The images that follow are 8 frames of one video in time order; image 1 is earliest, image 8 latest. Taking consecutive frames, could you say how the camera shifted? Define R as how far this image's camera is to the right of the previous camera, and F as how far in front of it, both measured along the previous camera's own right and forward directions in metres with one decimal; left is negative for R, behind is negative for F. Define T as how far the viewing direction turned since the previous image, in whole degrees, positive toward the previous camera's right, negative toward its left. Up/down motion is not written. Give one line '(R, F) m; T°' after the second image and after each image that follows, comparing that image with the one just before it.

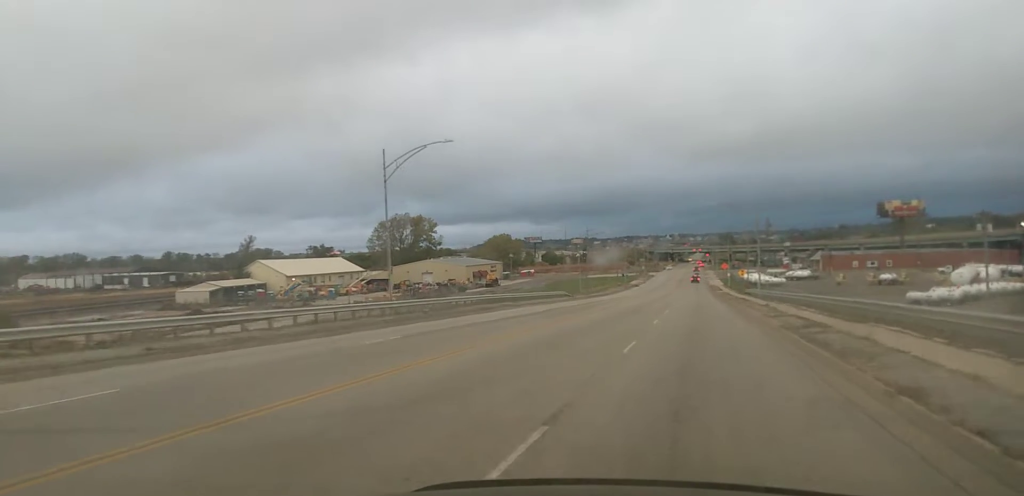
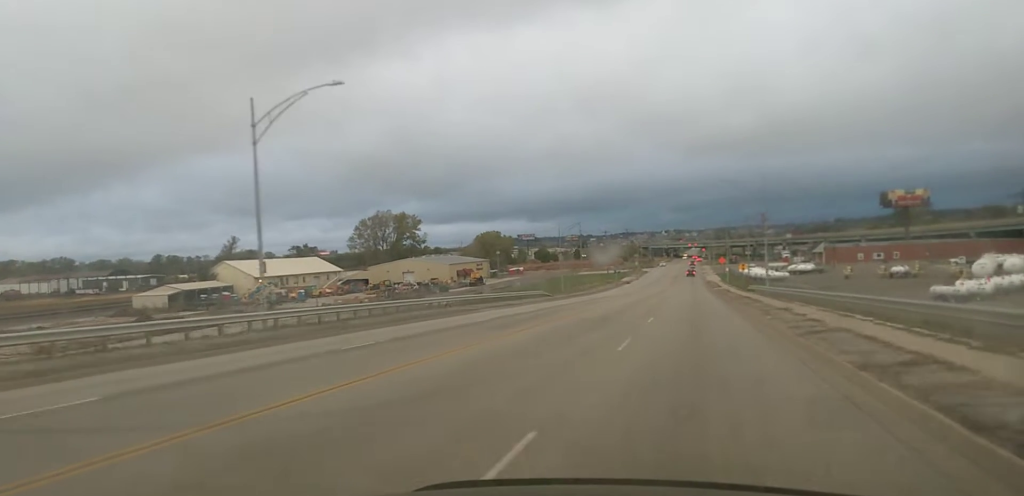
(0.0, +6.7) m; 0°
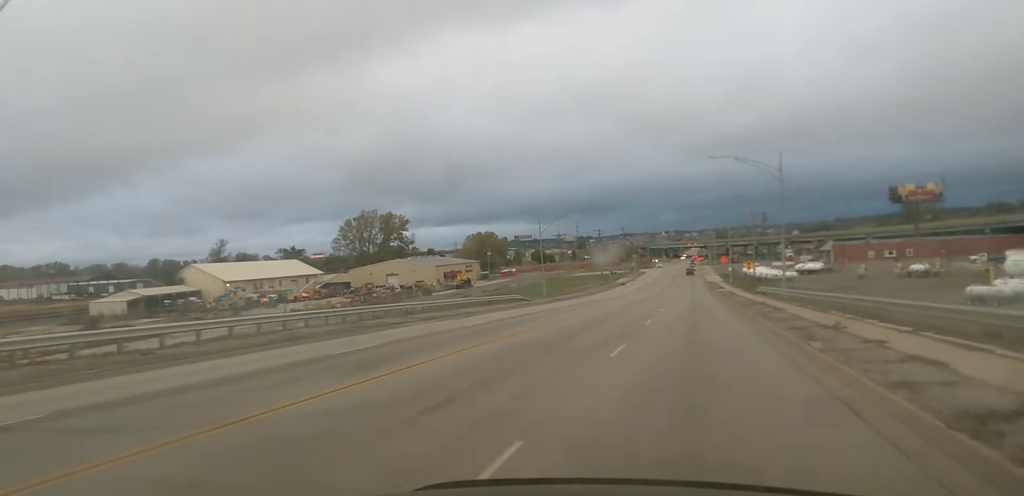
(-0.1, +9.4) m; +1°
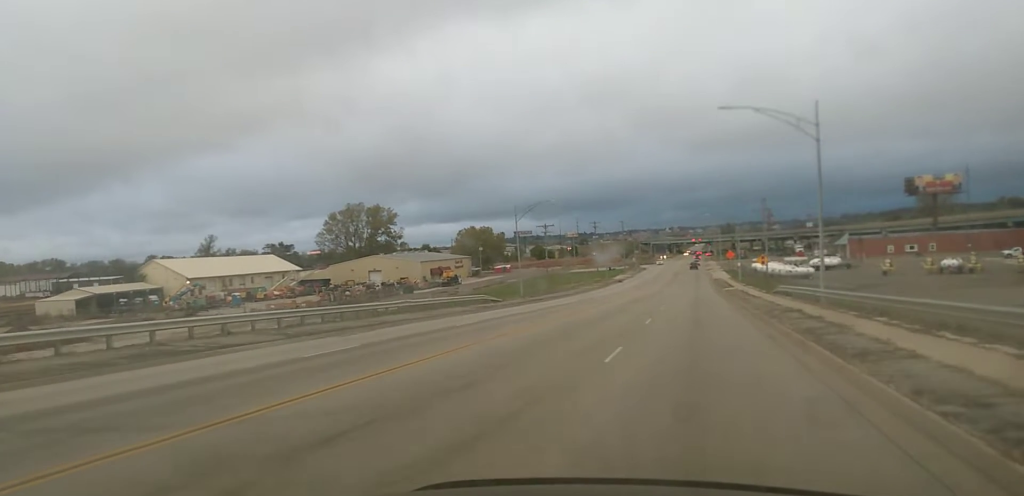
(+0.1, +10.2) m; +1°
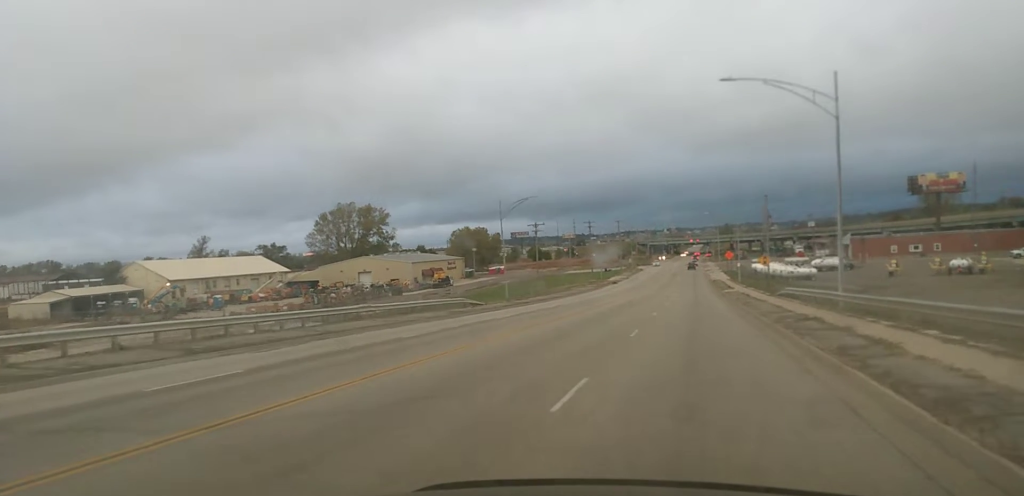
(+0.3, +7.2) m; 0°
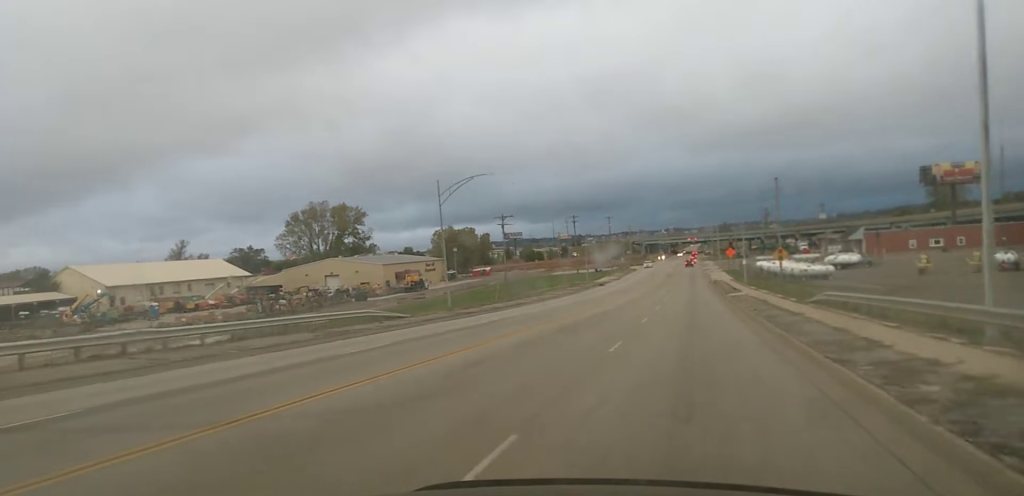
(-0.2, +15.0) m; 0°
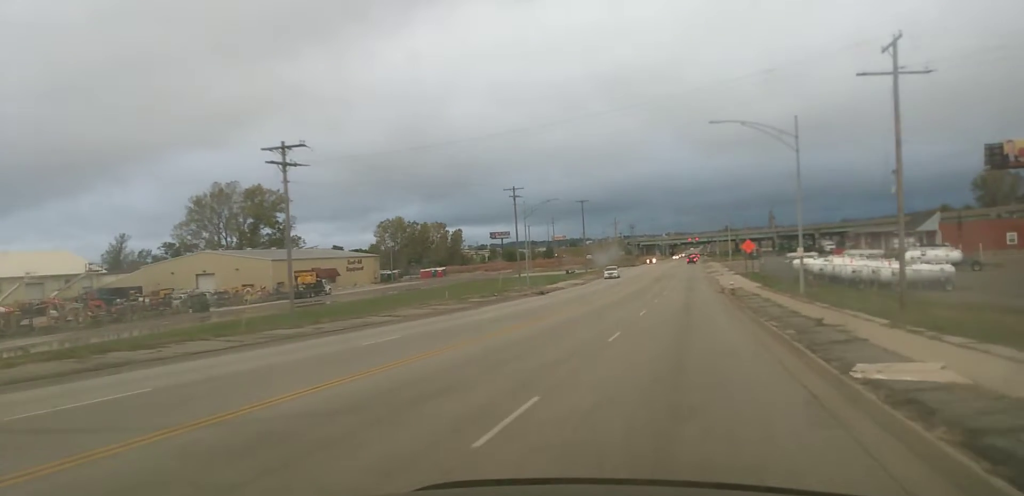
(+0.1, +46.7) m; -1°
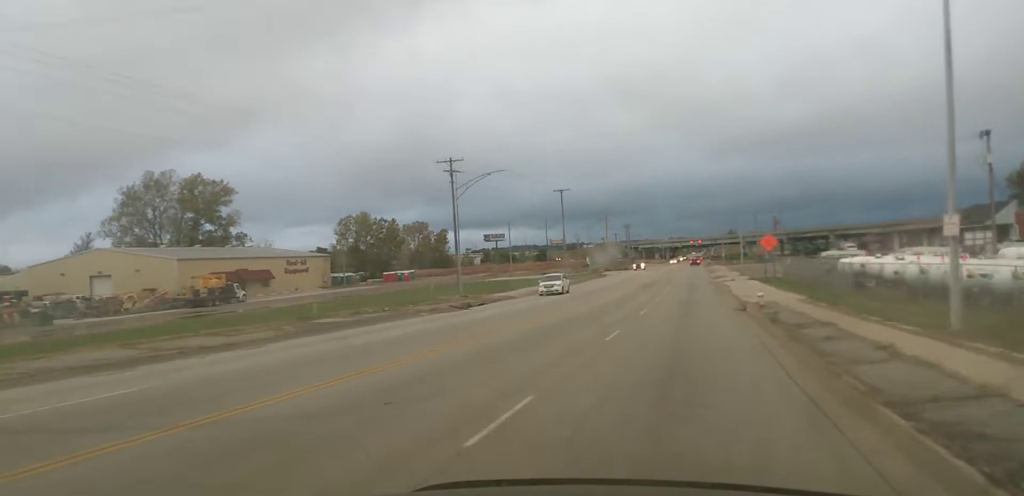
(-0.4, +25.2) m; -1°
